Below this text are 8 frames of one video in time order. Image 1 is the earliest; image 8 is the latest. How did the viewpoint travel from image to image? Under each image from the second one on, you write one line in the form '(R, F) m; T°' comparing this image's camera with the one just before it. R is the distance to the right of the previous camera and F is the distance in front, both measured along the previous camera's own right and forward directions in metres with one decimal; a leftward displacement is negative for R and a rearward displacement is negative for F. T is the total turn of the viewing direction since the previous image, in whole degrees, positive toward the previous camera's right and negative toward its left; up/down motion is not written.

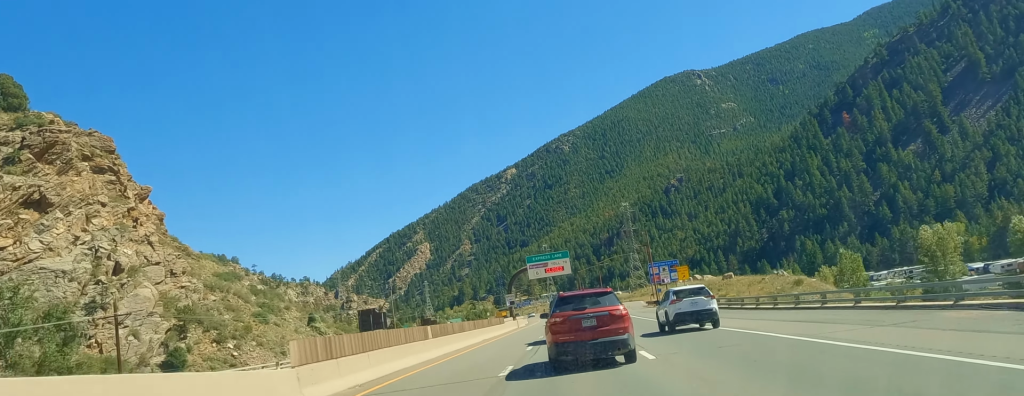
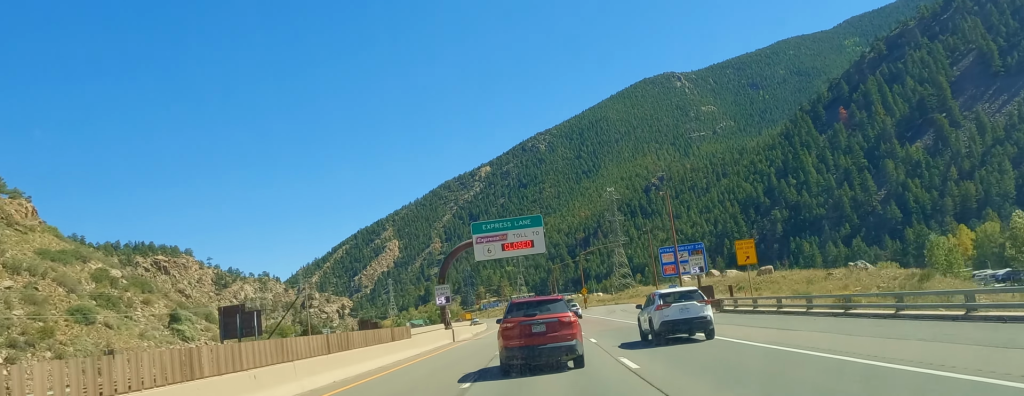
(+1.4, +36.8) m; 0°
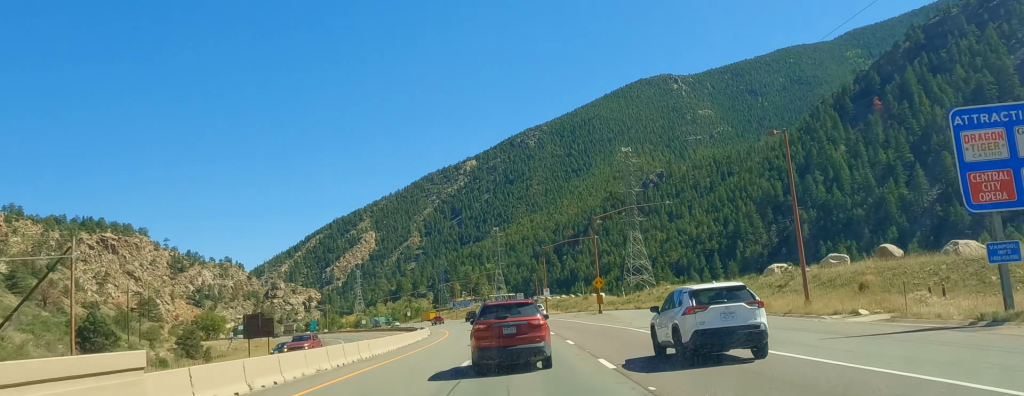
(-2.6, +54.9) m; -2°
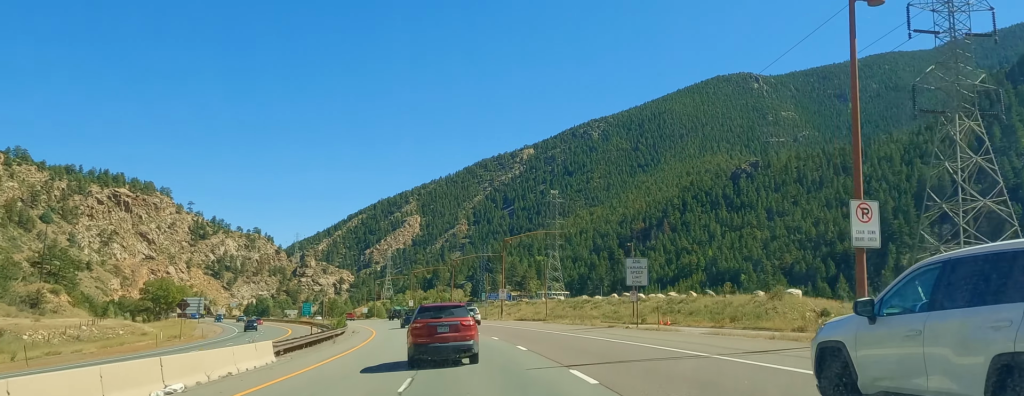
(-4.0, +88.1) m; -8°
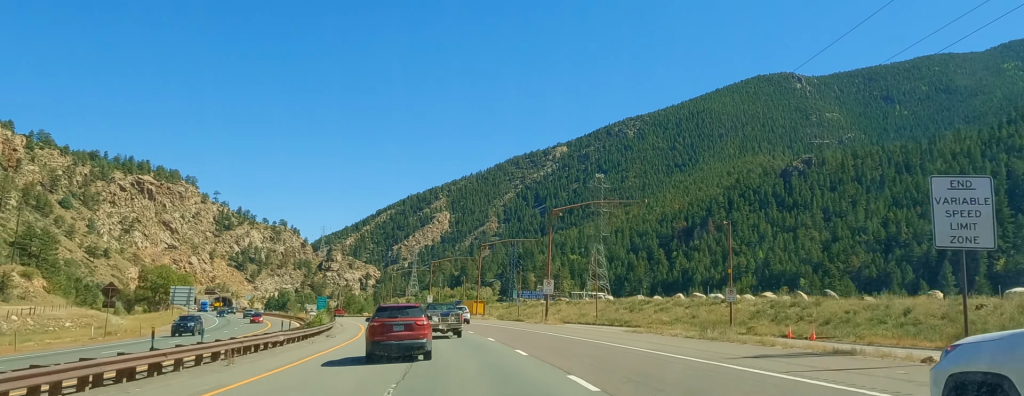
(-0.7, +26.1) m; -3°
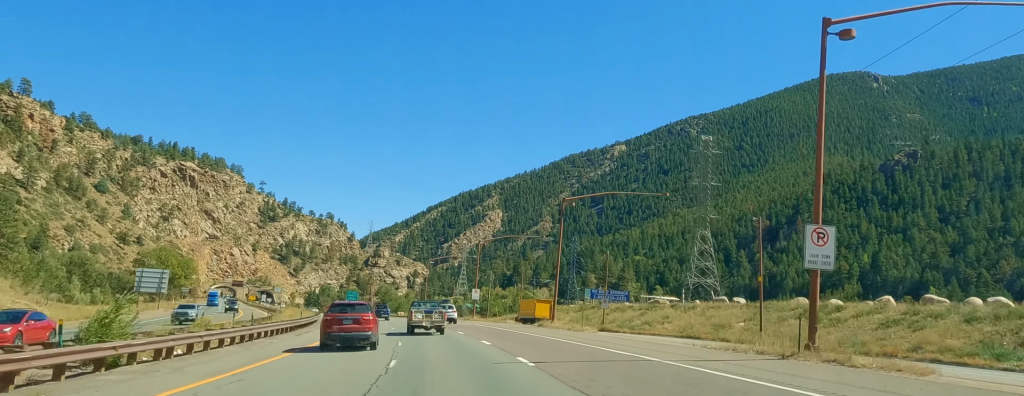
(-0.5, +42.3) m; -4°
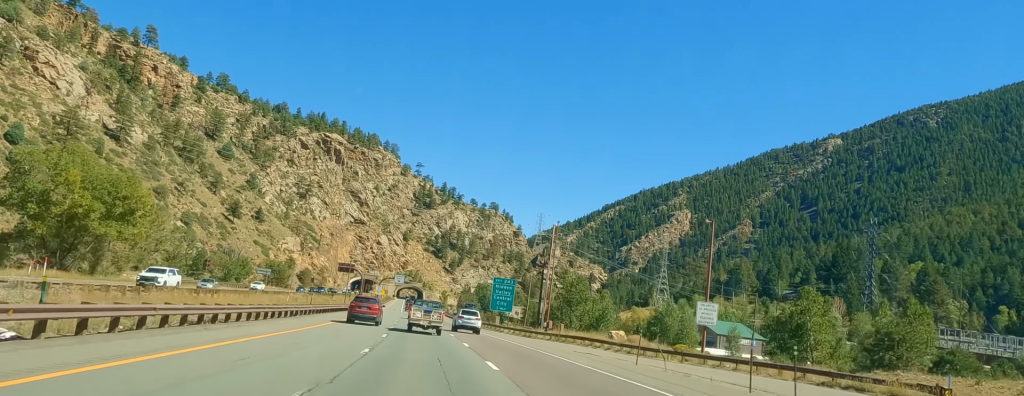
(-16.5, +119.8) m; -13°
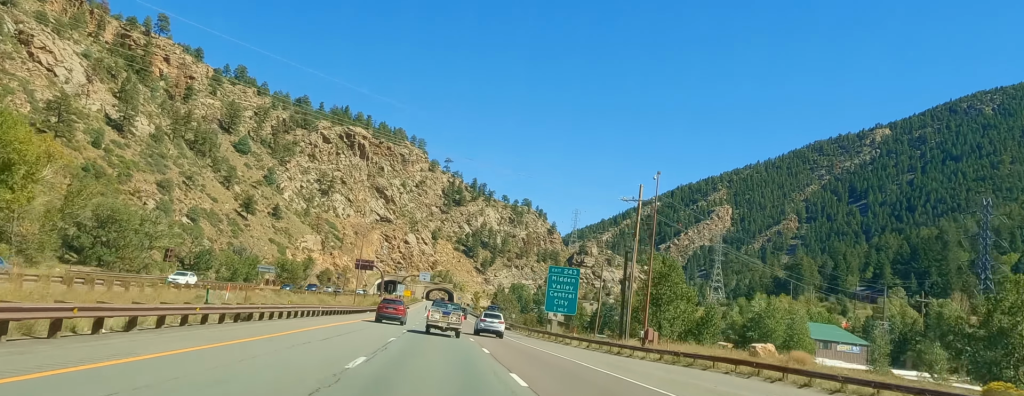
(0.0, +29.1) m; 0°
